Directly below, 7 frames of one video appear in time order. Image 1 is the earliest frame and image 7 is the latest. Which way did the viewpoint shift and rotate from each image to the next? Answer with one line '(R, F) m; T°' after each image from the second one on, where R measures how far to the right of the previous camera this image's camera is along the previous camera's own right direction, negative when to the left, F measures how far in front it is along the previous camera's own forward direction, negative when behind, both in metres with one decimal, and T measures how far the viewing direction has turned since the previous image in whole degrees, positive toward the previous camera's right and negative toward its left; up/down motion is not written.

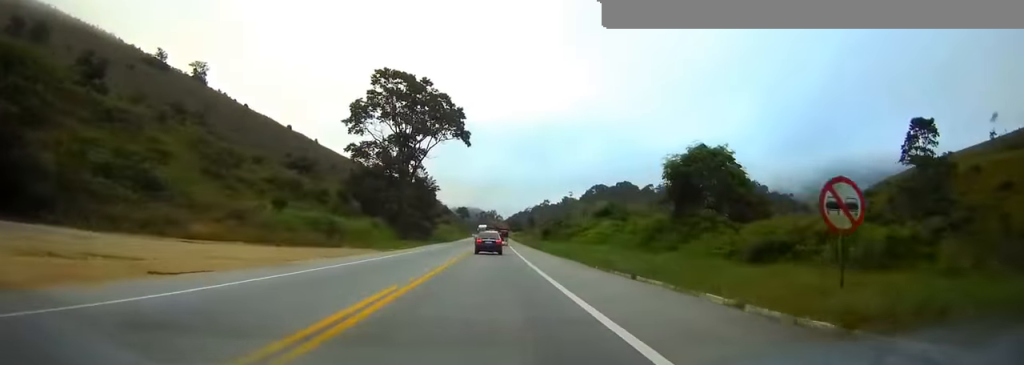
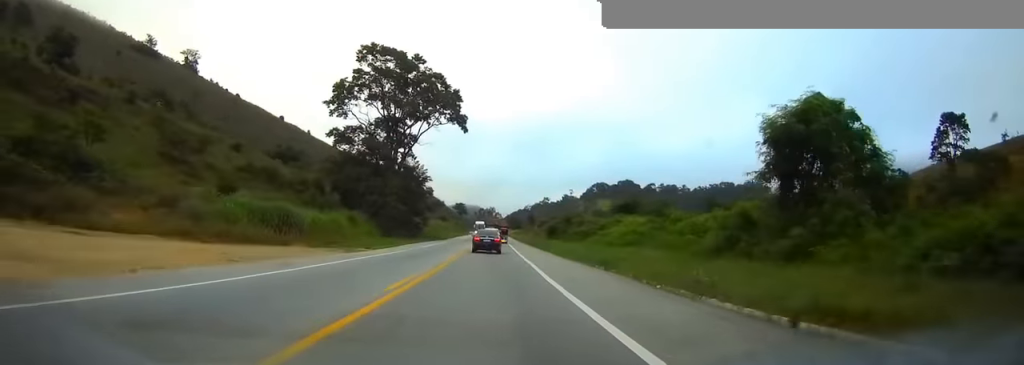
(0.0, +12.4) m; 0°
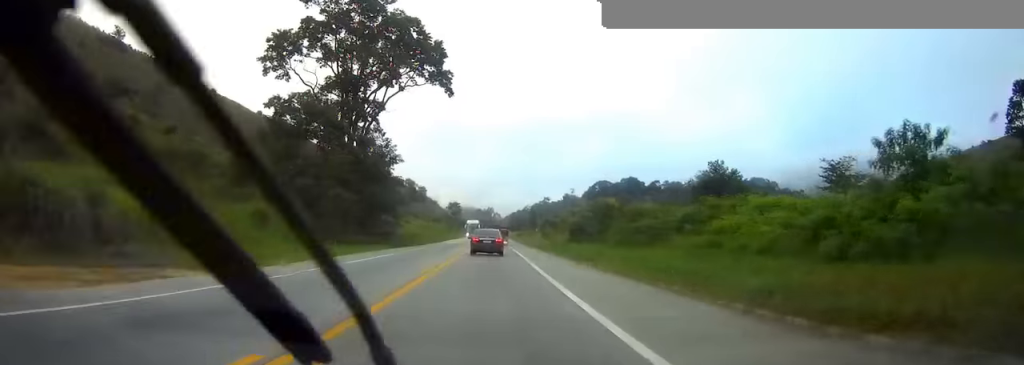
(0.0, +27.3) m; 0°
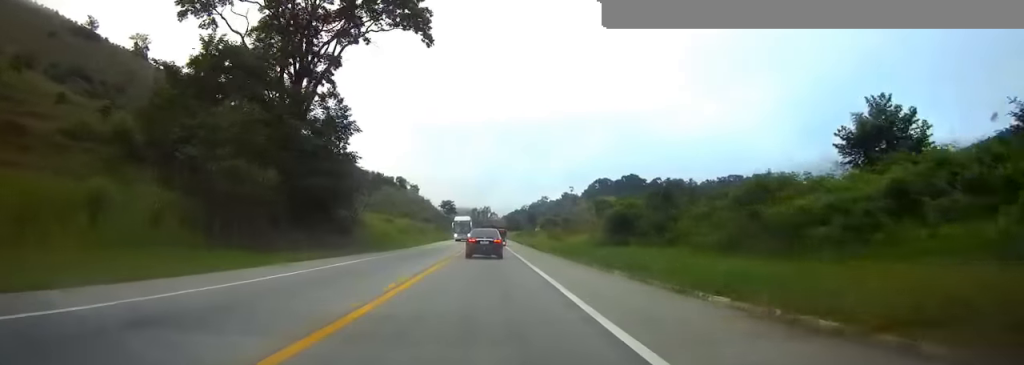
(0.0, +19.5) m; 0°
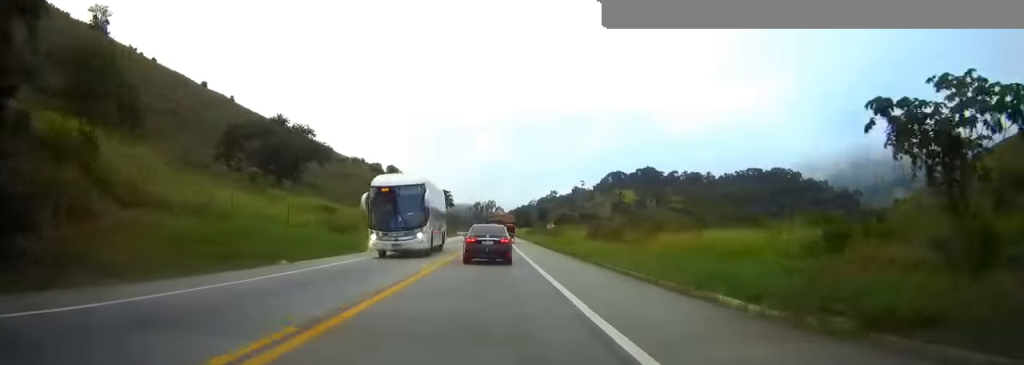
(-0.1, +41.2) m; 0°
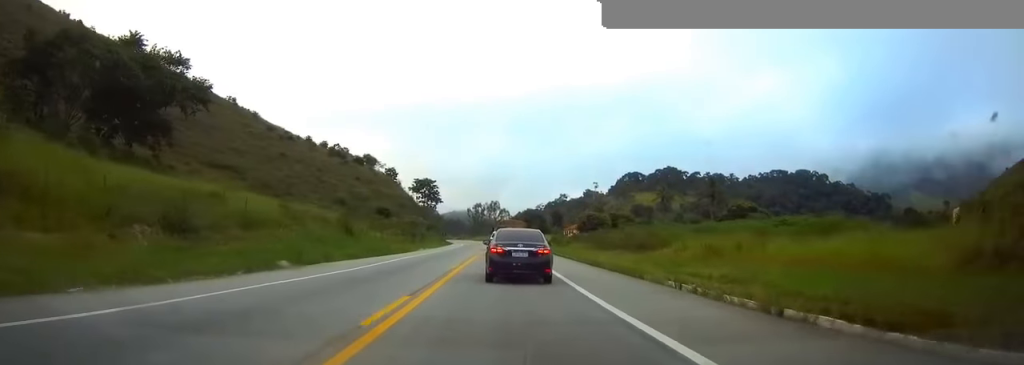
(0.0, +57.3) m; 0°
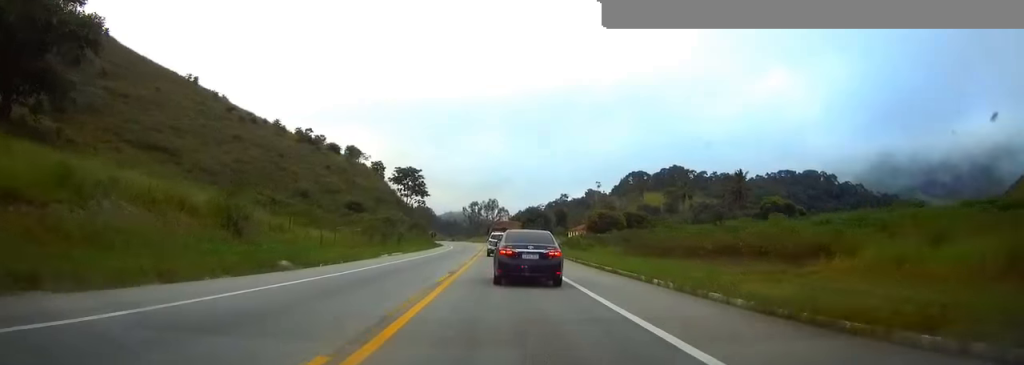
(-0.2, +22.5) m; 0°
